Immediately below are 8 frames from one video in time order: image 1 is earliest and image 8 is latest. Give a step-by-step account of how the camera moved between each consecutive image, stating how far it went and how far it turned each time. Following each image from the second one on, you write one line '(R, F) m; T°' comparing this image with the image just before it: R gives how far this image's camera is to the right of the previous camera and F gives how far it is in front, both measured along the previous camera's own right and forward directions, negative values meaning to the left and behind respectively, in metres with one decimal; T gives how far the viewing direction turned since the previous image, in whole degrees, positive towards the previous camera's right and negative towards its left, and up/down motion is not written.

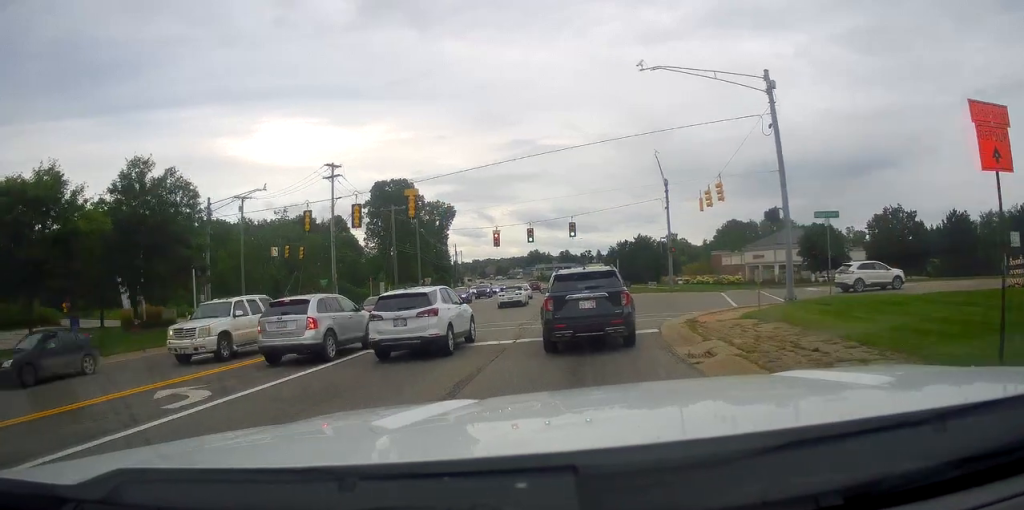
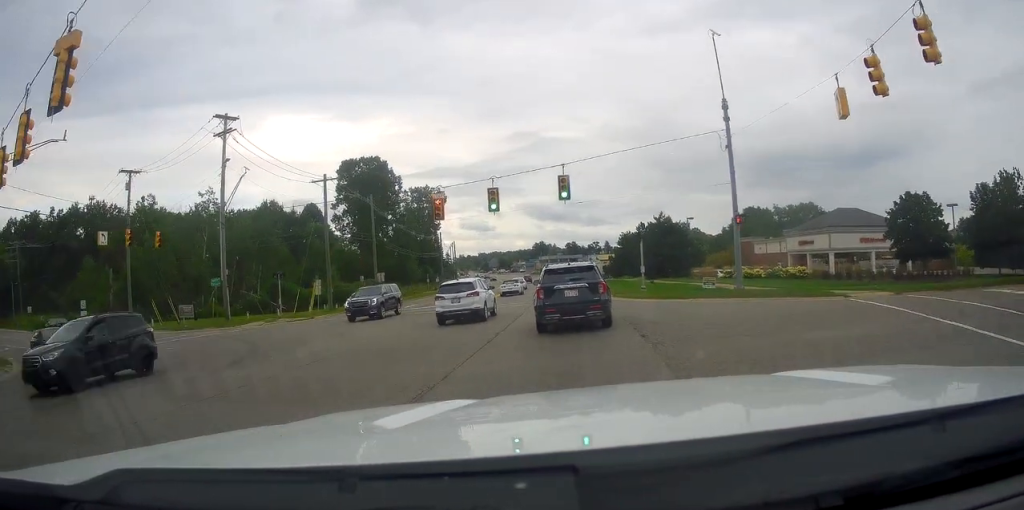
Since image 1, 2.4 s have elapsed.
(-0.5, +19.8) m; -2°
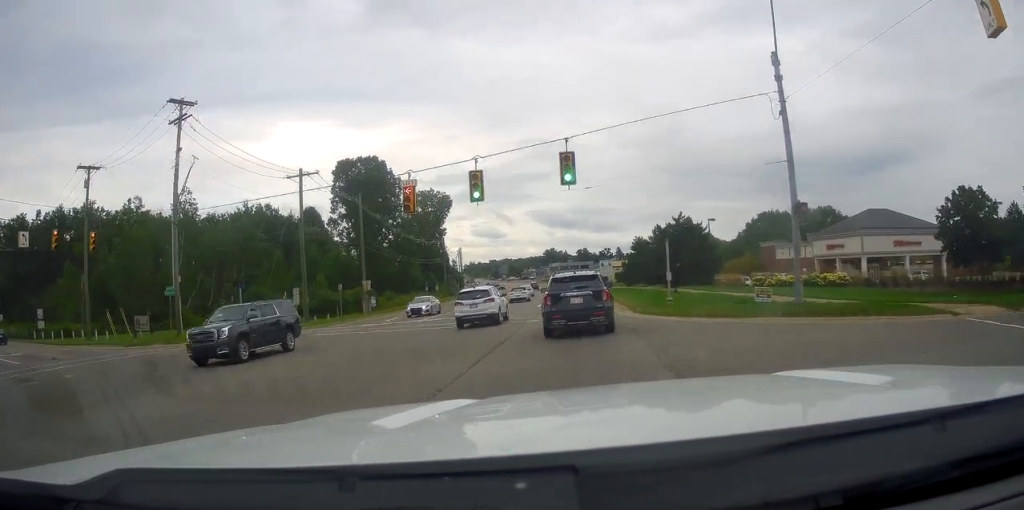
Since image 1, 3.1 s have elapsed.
(+0.3, +6.5) m; -1°
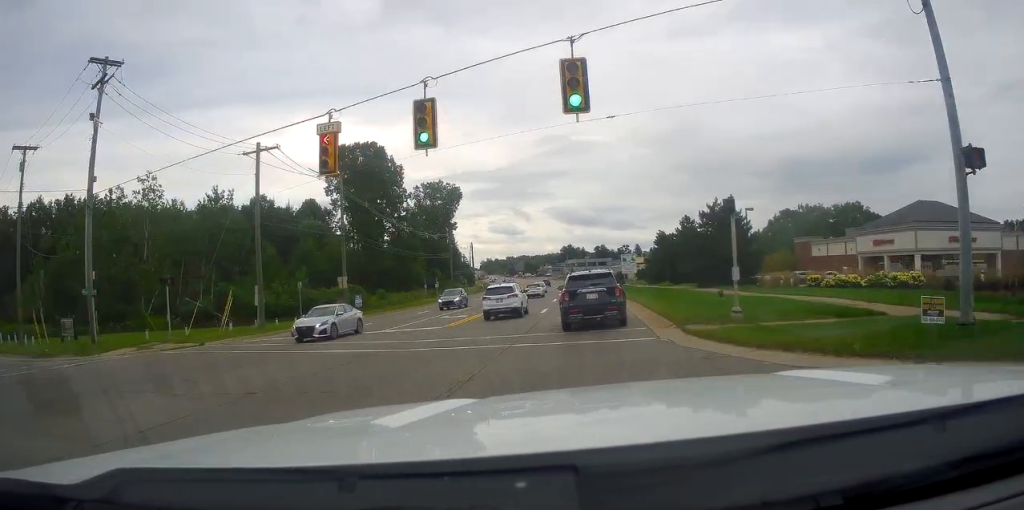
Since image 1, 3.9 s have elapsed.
(-0.7, +9.1) m; -1°
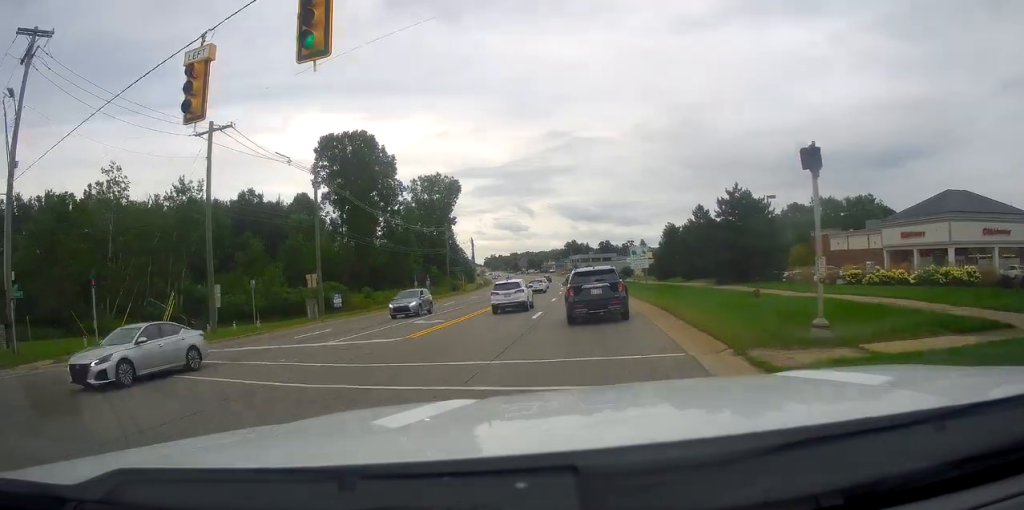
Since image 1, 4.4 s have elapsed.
(+0.2, +6.0) m; -1°
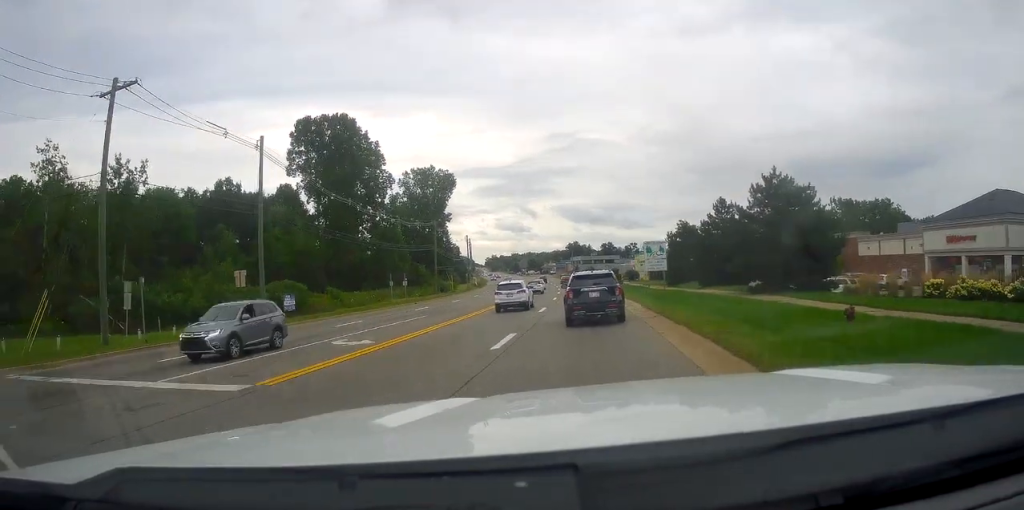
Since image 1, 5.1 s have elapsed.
(+0.4, +8.8) m; -1°
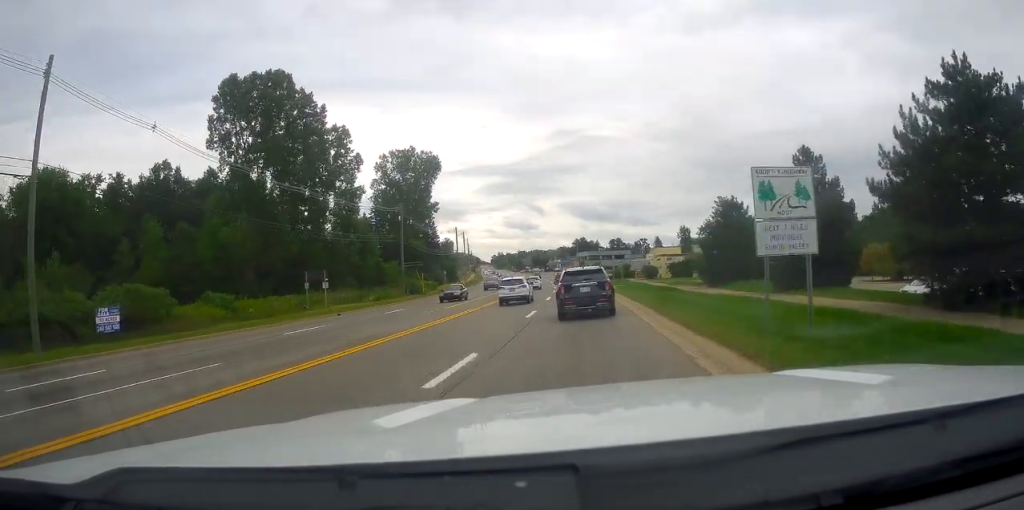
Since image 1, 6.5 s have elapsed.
(-1.0, +19.4) m; -2°
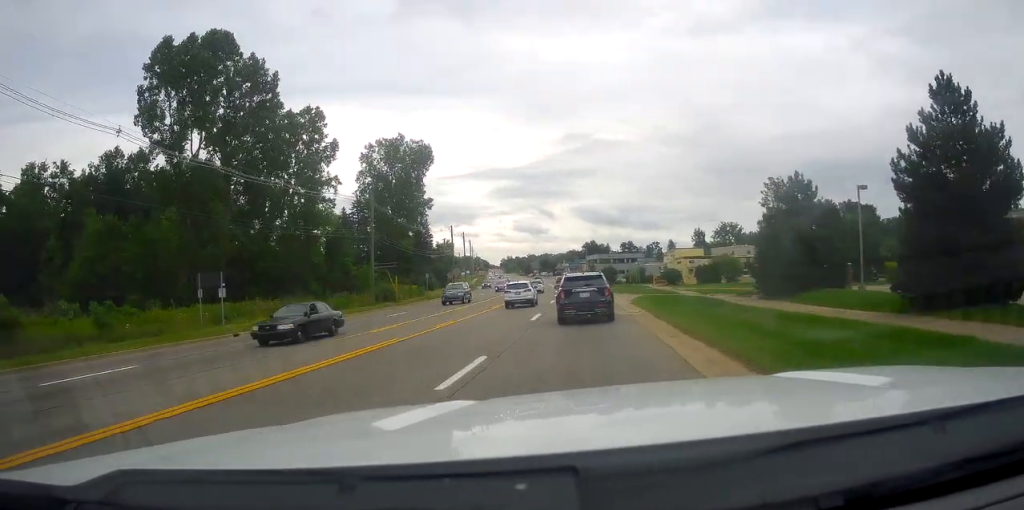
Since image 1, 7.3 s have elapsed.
(+0.2, +13.7) m; +1°
